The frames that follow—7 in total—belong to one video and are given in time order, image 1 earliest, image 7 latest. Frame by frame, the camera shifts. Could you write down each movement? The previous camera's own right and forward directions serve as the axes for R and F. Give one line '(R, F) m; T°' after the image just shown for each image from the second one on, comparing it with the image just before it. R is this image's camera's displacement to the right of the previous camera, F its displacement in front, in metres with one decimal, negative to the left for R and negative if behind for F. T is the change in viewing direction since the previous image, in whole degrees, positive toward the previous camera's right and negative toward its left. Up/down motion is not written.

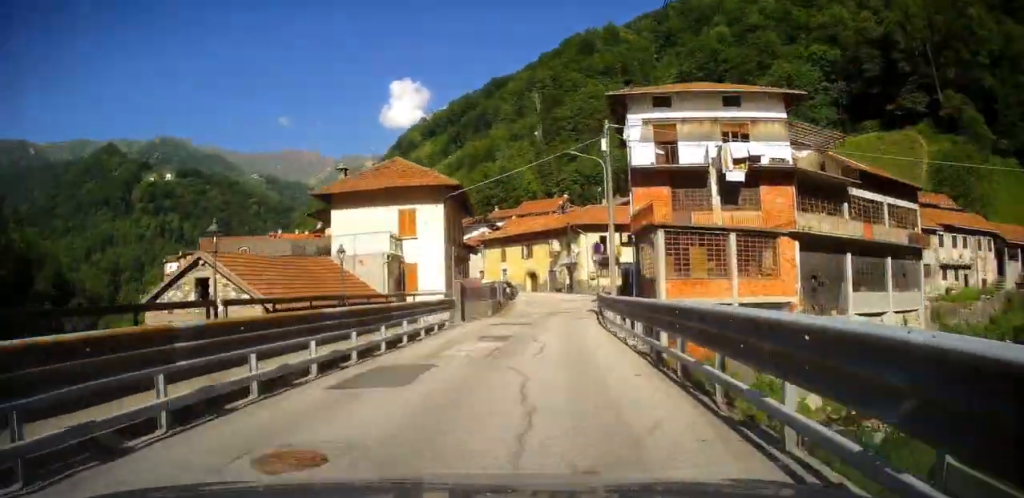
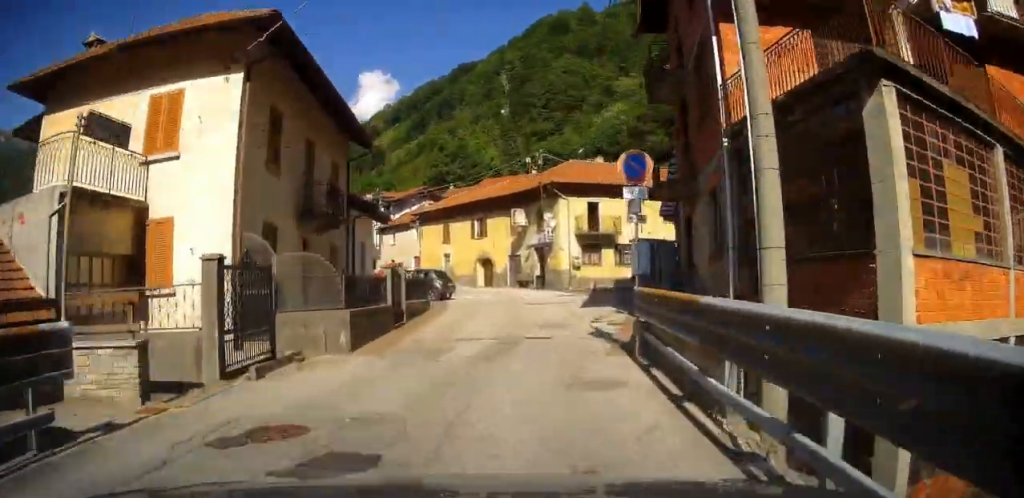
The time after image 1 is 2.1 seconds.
(+1.8, +19.5) m; +5°
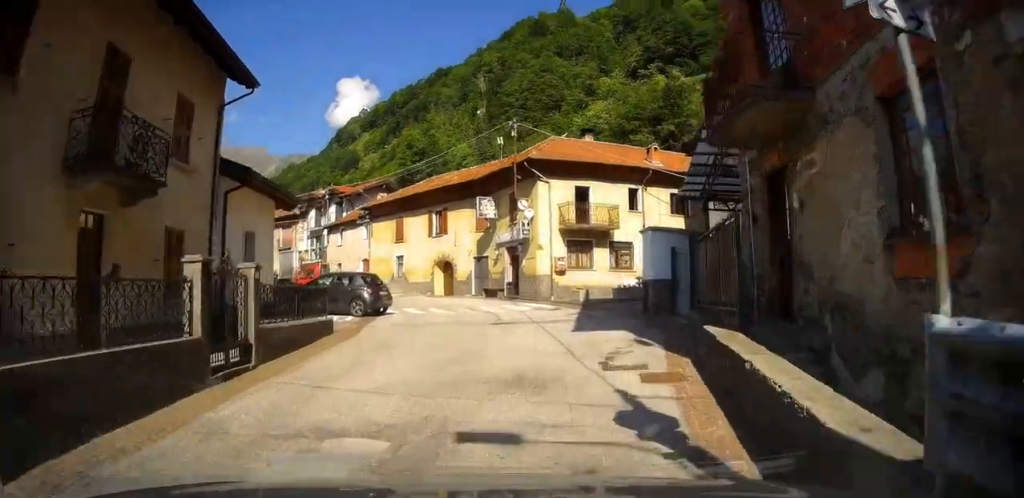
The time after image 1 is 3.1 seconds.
(+0.3, +8.8) m; -1°
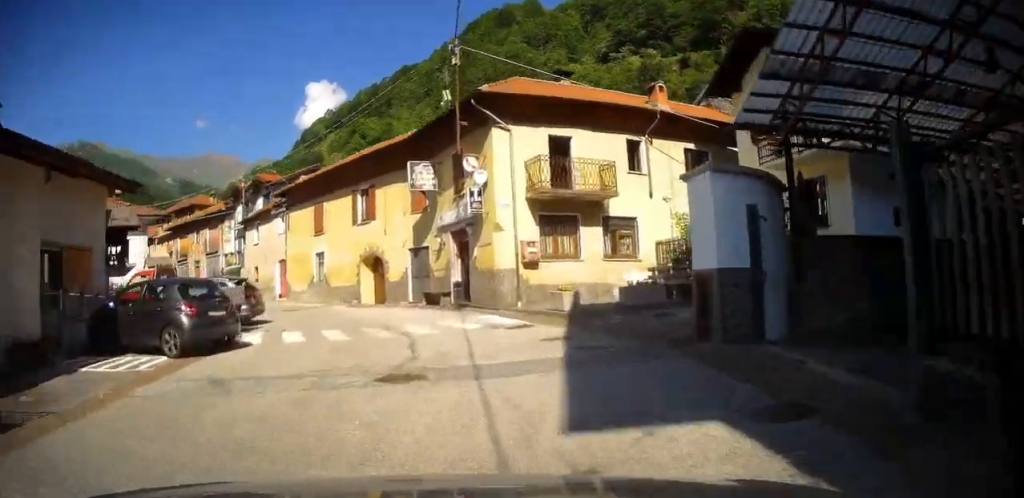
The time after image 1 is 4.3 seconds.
(-0.5, +9.5) m; -7°
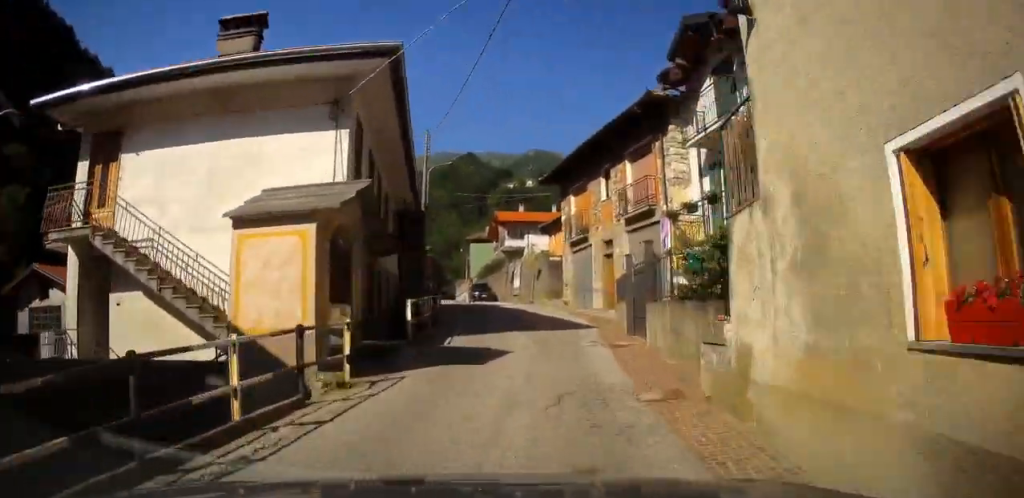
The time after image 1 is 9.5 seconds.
(-11.4, +33.9) m; -36°
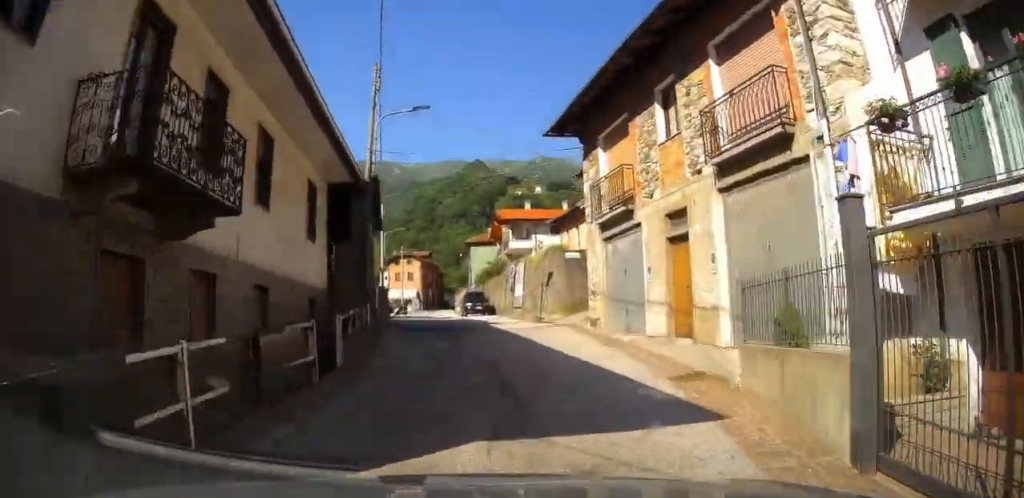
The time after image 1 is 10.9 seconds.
(-0.4, +9.6) m; -8°
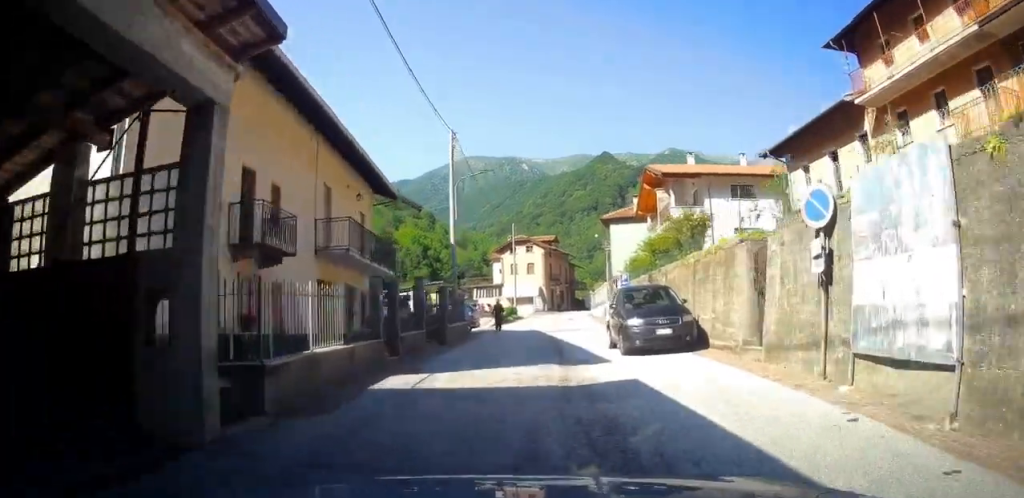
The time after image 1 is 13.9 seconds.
(-2.9, +21.4) m; -9°
